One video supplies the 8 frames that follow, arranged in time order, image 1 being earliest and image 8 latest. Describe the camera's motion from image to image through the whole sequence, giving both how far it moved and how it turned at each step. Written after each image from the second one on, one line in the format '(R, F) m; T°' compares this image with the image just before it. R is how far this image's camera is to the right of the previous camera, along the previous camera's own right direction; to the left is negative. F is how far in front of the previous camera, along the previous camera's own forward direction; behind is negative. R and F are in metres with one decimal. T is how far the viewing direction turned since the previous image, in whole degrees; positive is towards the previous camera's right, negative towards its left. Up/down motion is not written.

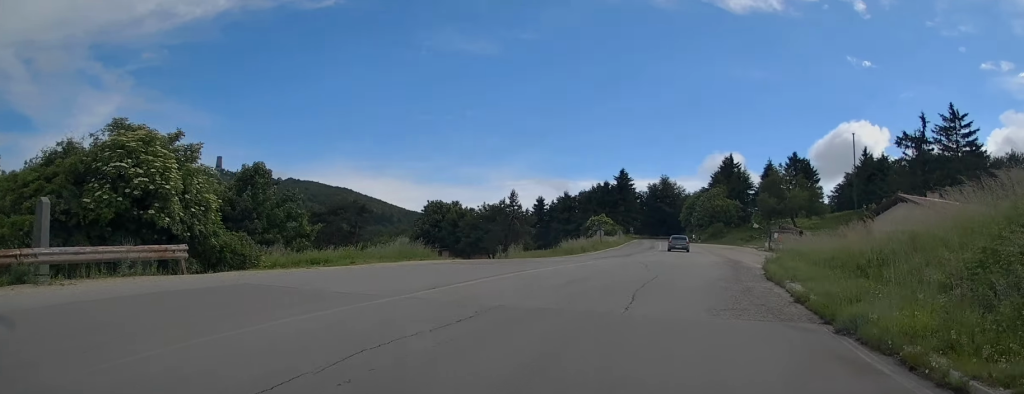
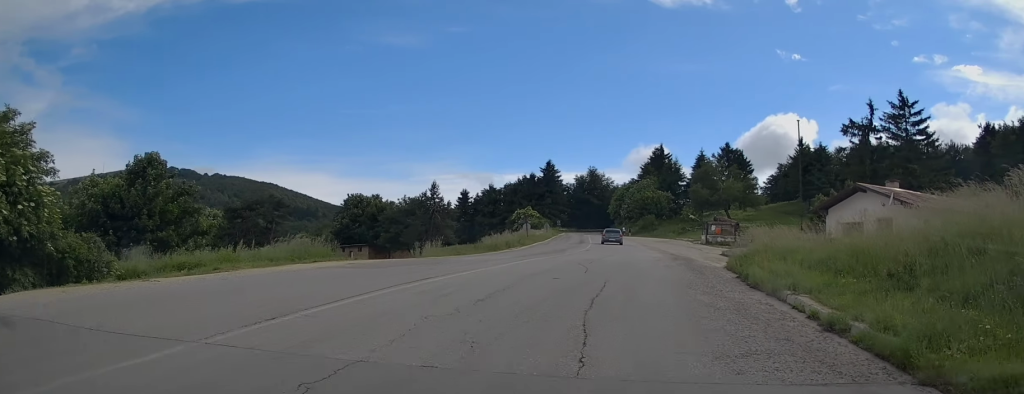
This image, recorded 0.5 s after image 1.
(+0.3, +4.9) m; +4°
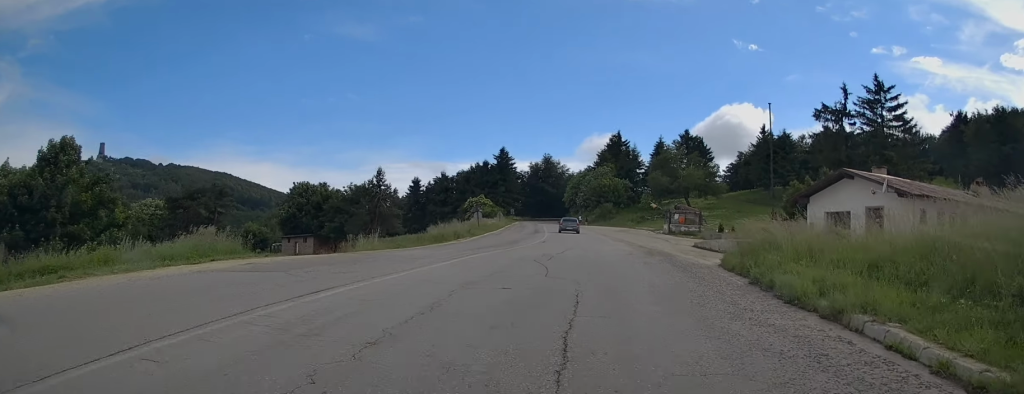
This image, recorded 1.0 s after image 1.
(+0.1, +4.8) m; +1°
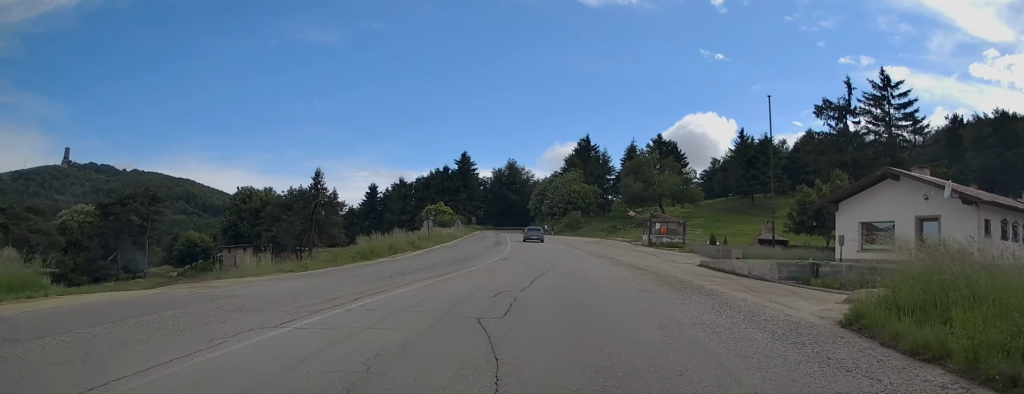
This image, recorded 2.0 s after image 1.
(+0.1, +9.6) m; 0°
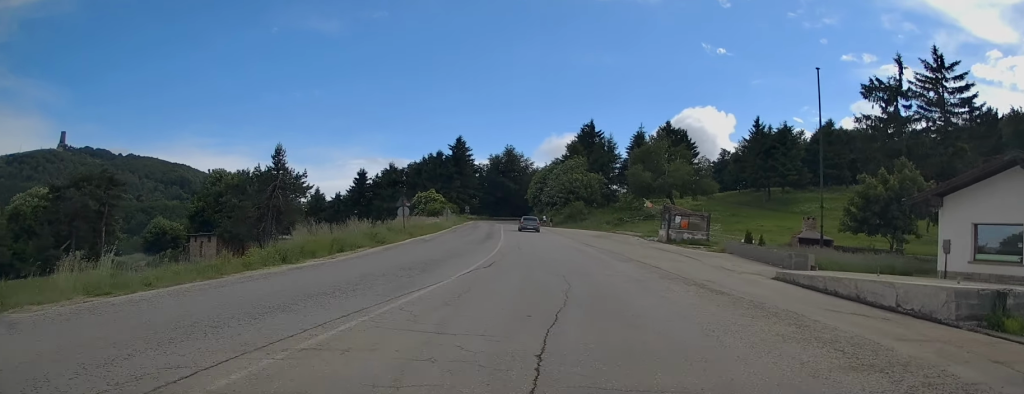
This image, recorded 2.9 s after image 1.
(-0.1, +9.7) m; -1°
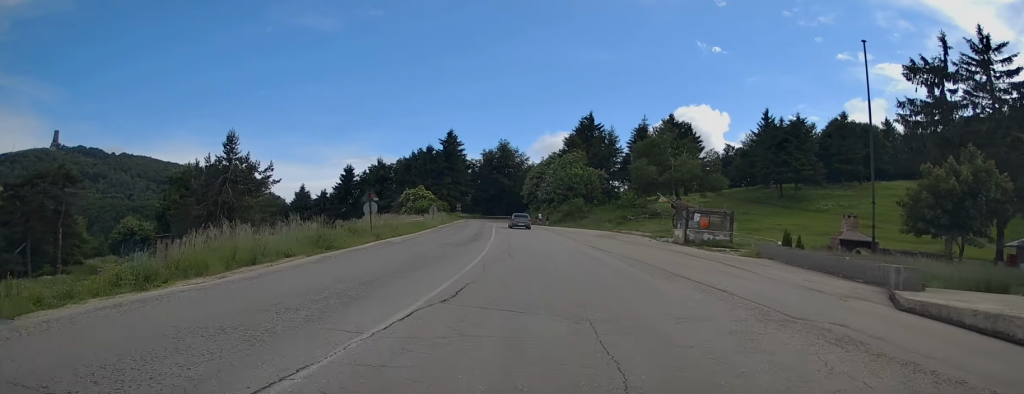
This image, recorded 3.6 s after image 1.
(0.0, +7.7) m; 0°
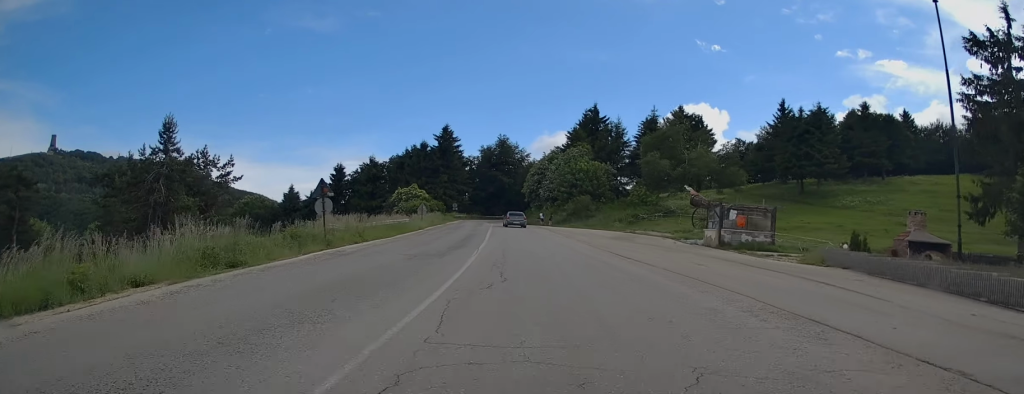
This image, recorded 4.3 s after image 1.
(0.0, +8.0) m; 0°
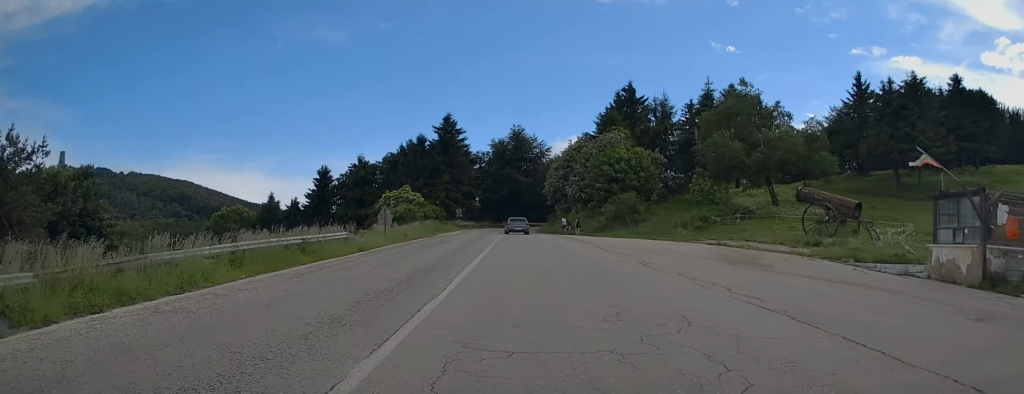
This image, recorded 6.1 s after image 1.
(-0.5, +22.3) m; -4°
